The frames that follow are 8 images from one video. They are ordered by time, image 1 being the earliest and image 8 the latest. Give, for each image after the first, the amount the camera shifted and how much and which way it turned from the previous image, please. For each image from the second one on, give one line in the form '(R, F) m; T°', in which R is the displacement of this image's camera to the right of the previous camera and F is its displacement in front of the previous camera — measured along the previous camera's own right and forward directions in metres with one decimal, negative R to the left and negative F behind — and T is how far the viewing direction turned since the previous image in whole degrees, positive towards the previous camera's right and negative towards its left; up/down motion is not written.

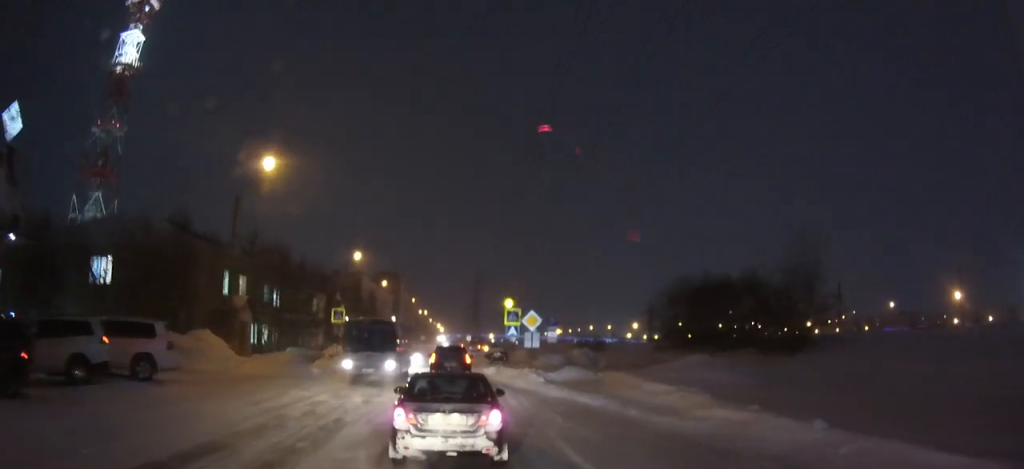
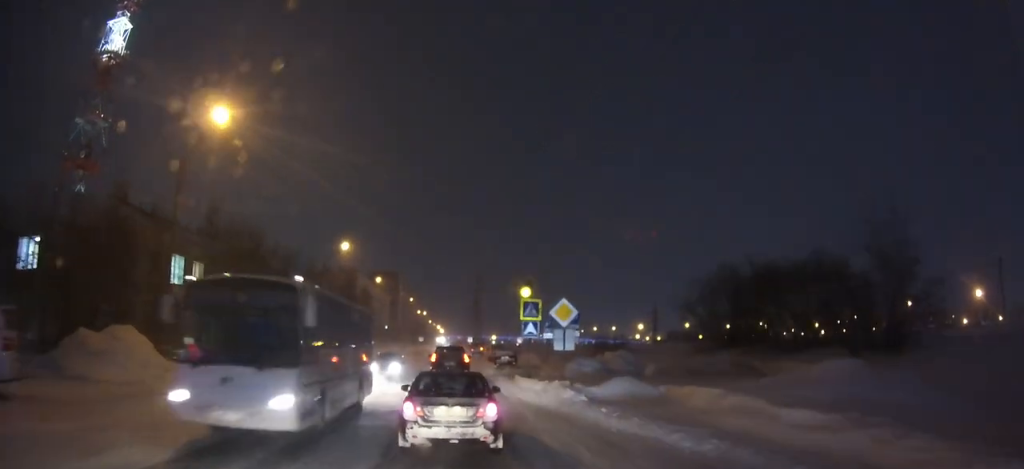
(0.0, +8.9) m; 0°
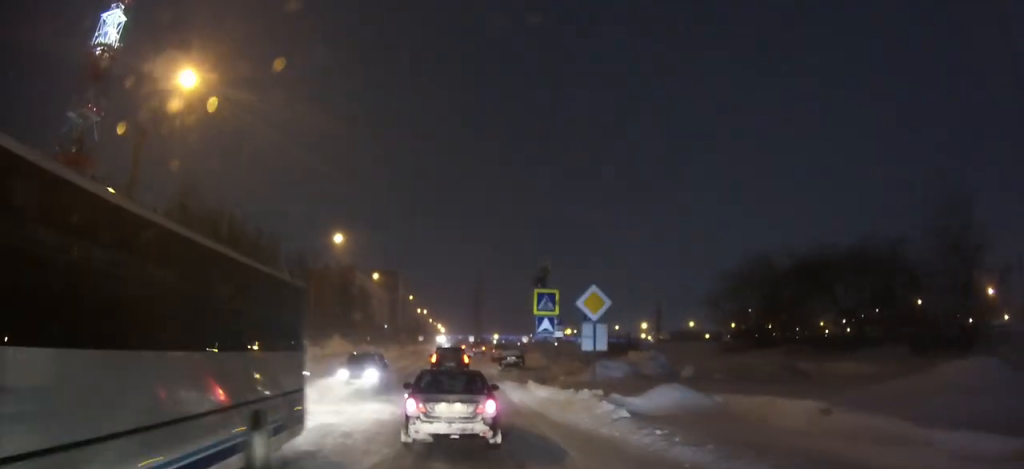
(0.0, +4.4) m; 0°
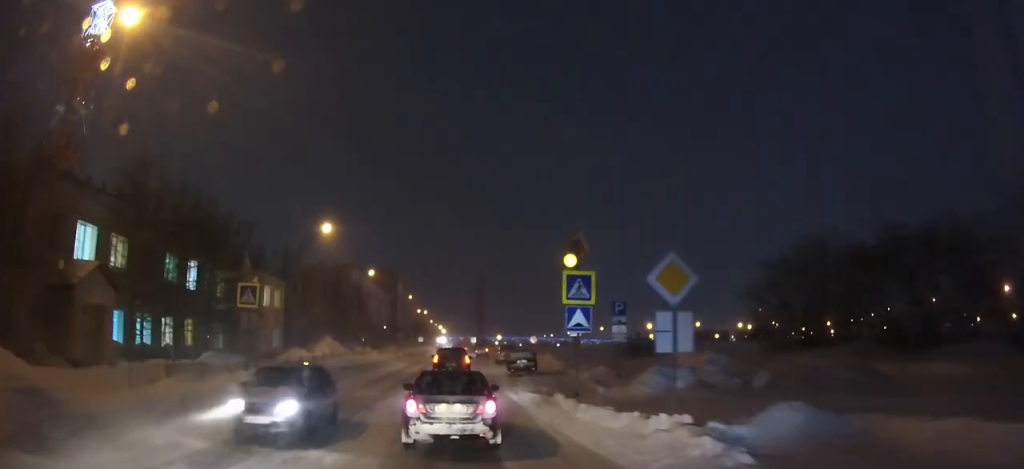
(0.0, +5.9) m; 0°
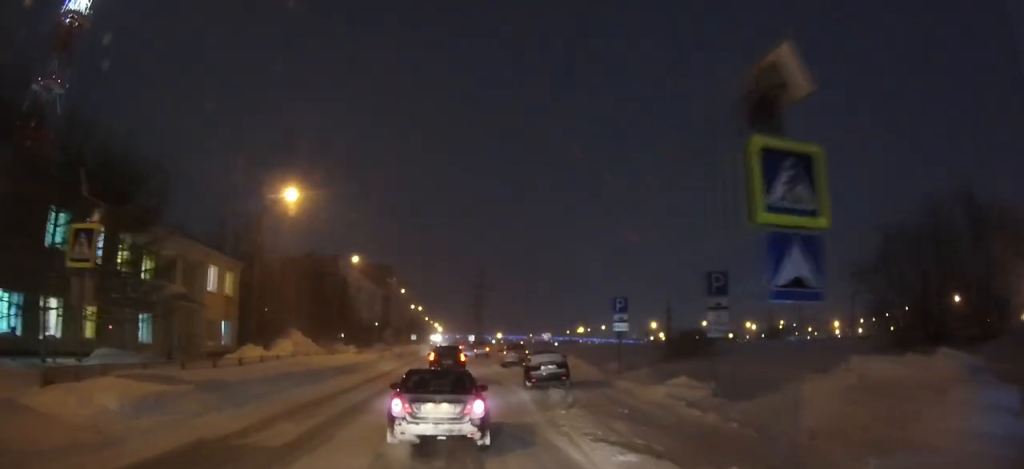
(0.0, +11.1) m; 0°
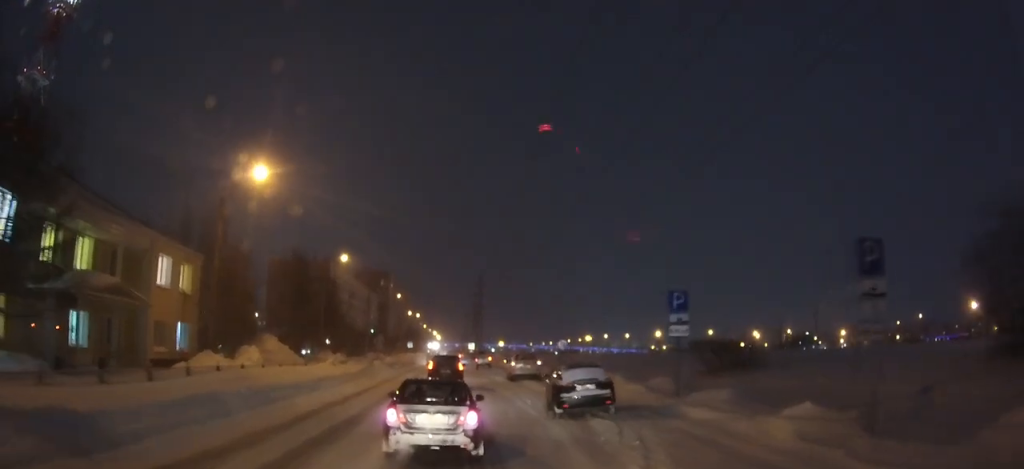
(0.0, +7.4) m; 0°
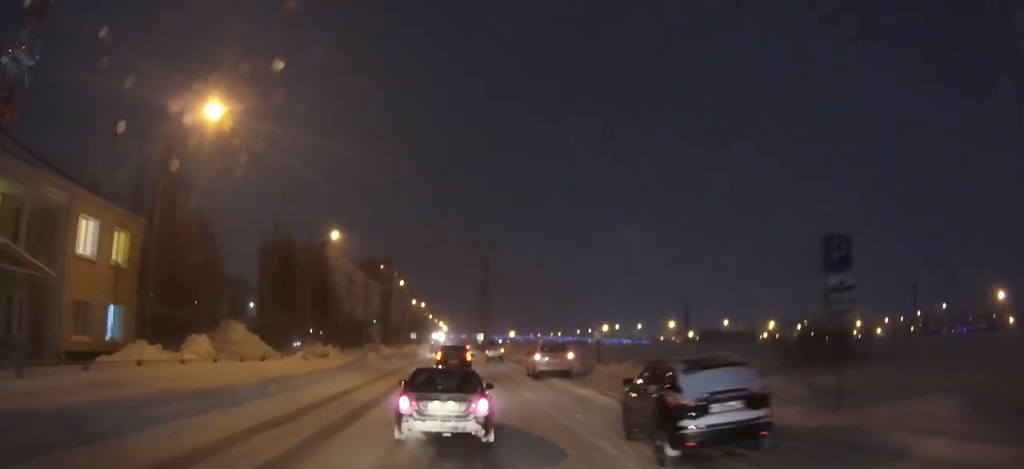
(0.0, +9.1) m; 0°
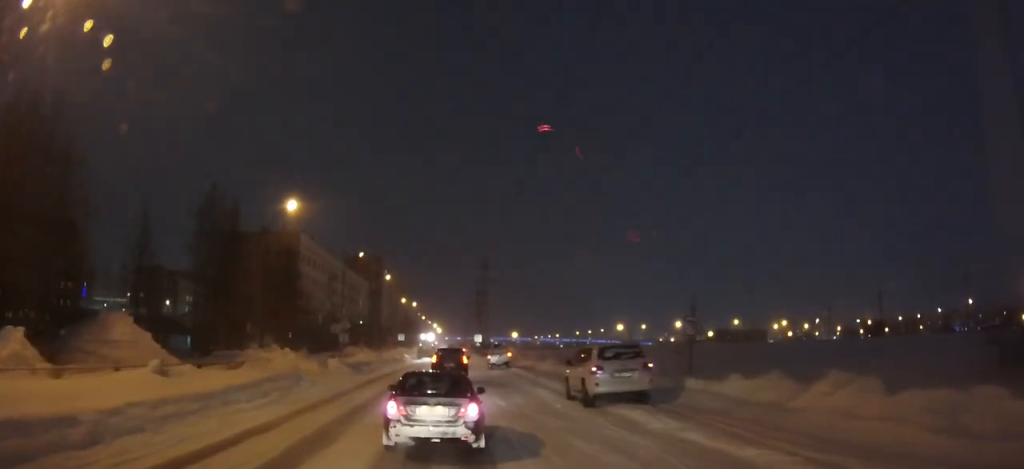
(0.0, +13.6) m; 0°
